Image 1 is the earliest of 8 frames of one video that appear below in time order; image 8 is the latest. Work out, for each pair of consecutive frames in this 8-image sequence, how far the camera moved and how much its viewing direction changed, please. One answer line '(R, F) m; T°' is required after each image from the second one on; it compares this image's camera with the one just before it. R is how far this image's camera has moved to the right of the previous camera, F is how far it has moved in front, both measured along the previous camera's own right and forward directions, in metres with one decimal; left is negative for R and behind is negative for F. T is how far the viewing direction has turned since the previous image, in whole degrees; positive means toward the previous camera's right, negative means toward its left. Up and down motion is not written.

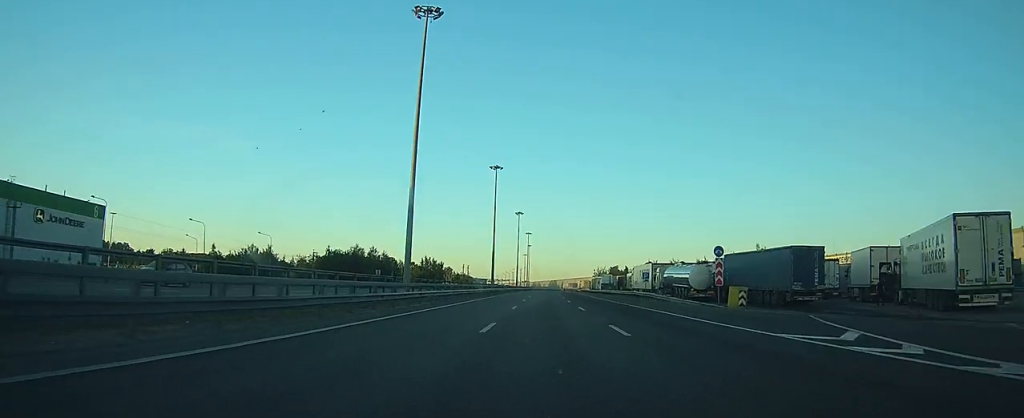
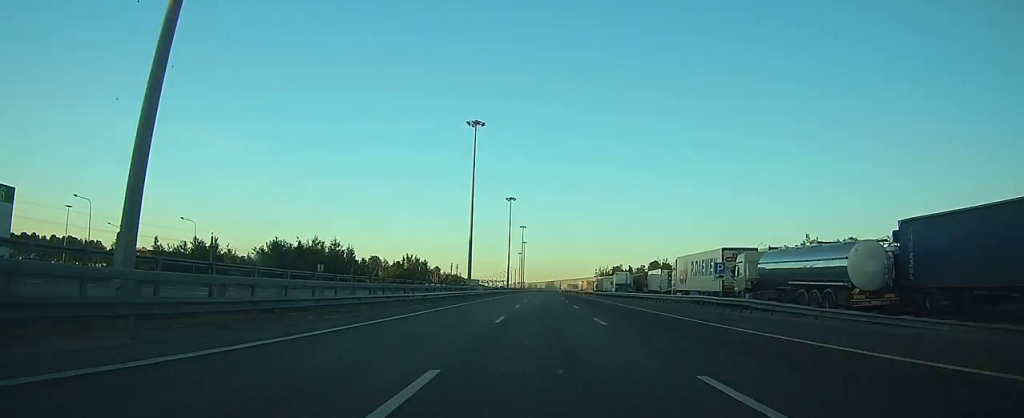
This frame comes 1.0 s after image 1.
(+0.1, +26.7) m; 0°
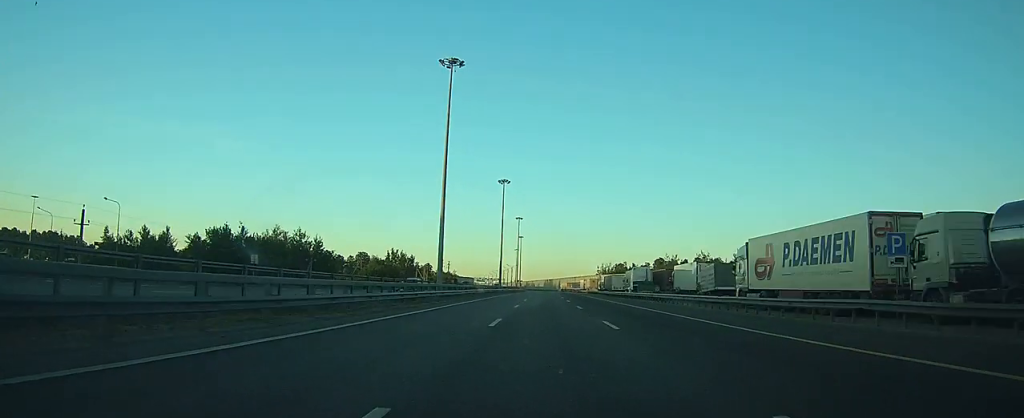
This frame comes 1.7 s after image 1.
(0.0, +18.7) m; 0°
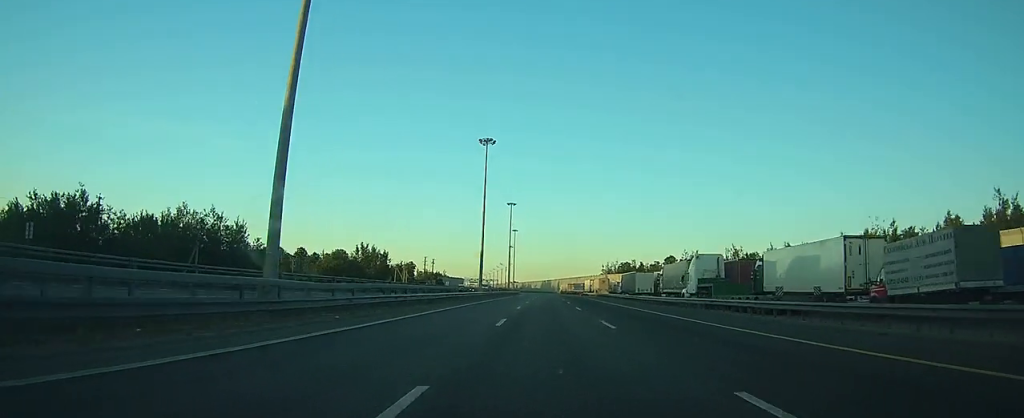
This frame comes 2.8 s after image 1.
(+0.2, +30.3) m; 0°
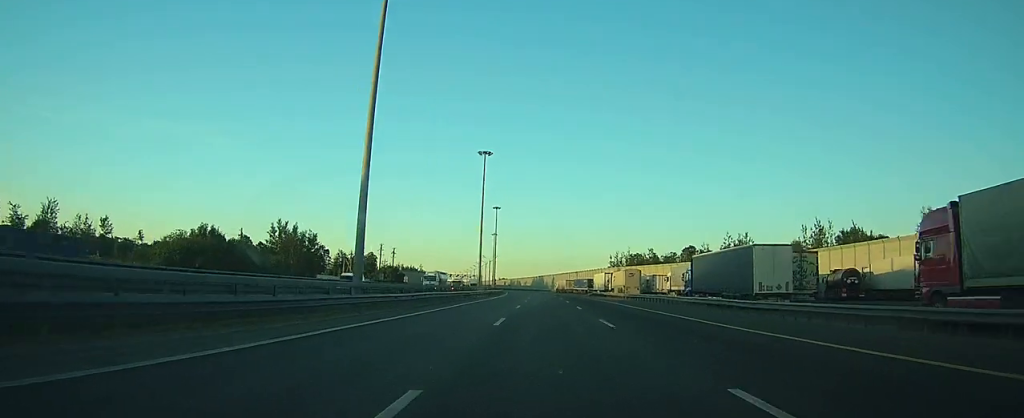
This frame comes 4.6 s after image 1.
(+0.2, +48.3) m; 0°
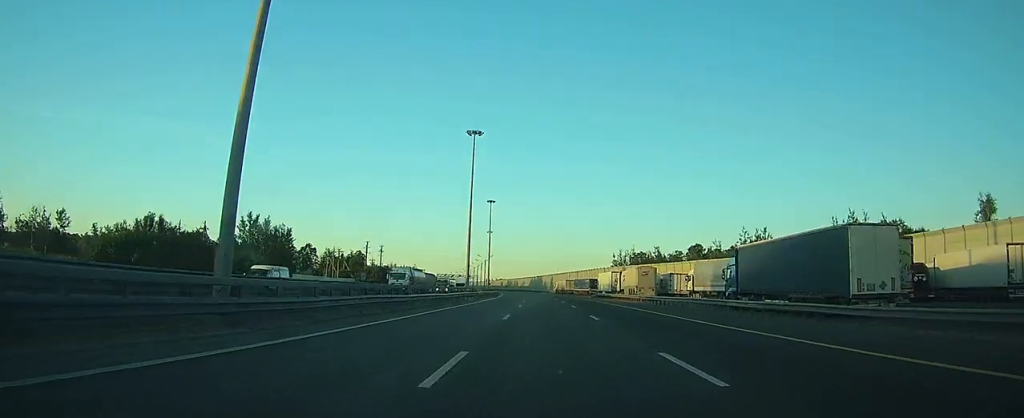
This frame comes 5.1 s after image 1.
(0.0, +11.7) m; 0°
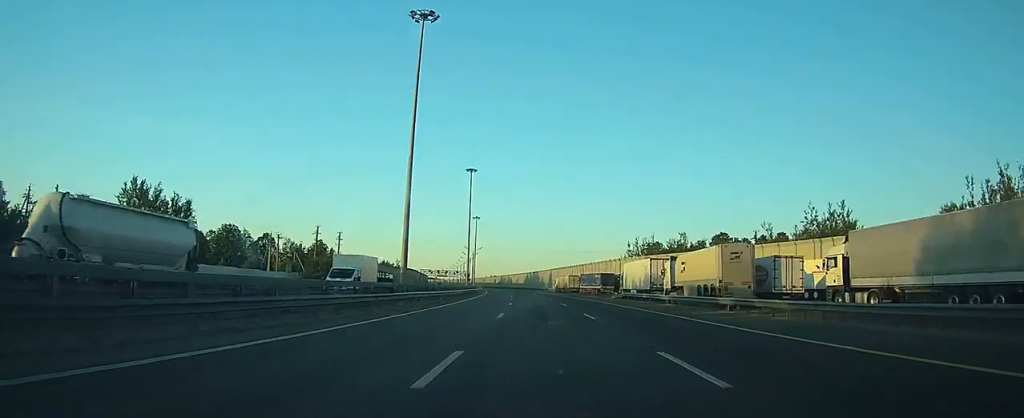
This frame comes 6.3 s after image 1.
(+0.1, +32.6) m; +1°
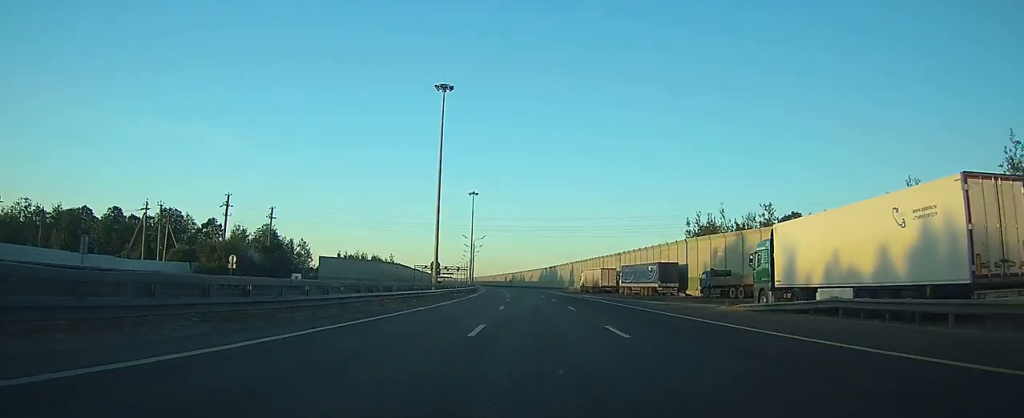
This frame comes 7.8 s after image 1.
(+0.3, +42.0) m; 0°
